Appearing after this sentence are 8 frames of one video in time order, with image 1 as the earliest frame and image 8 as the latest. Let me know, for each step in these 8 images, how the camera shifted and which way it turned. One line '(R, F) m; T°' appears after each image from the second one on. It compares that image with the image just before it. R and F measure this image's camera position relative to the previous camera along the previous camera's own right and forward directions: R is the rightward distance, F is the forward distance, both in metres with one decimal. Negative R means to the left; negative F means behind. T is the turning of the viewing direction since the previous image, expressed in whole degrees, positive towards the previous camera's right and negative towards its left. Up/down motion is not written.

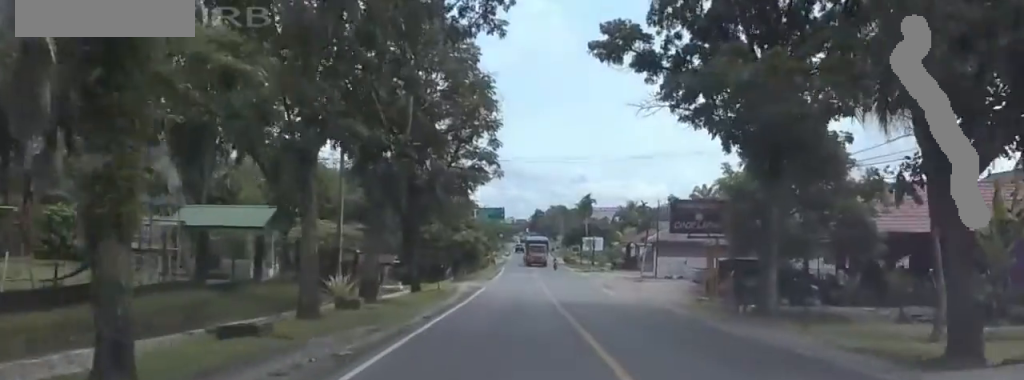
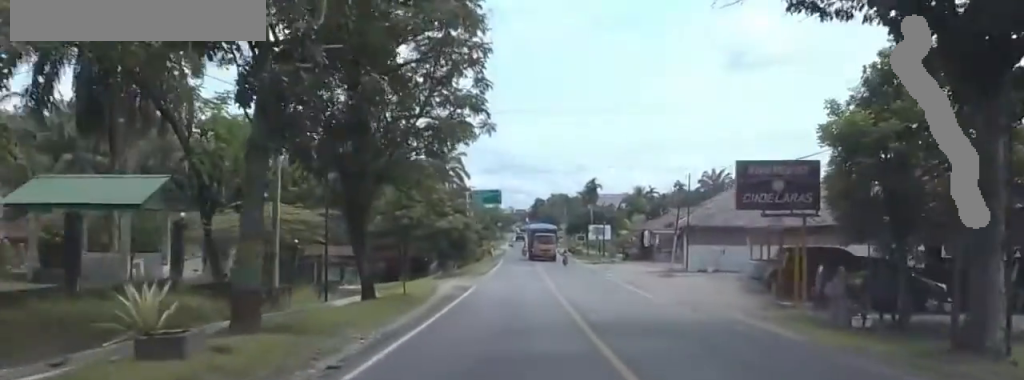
(-0.3, +12.5) m; -1°
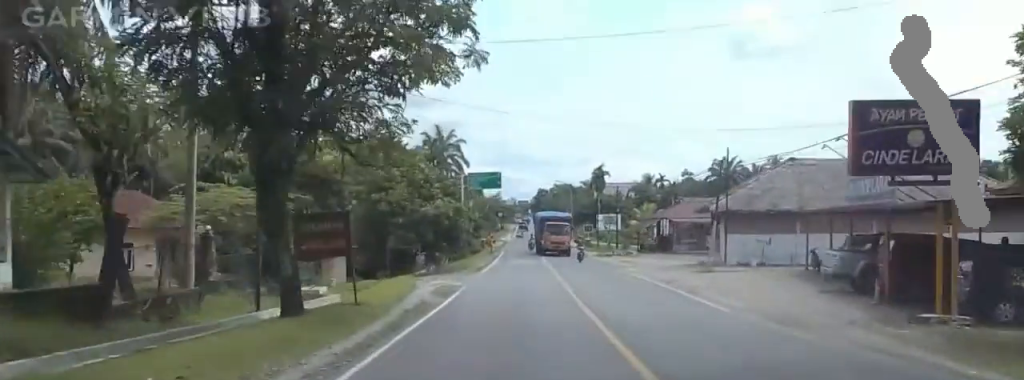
(-0.4, +9.5) m; 0°
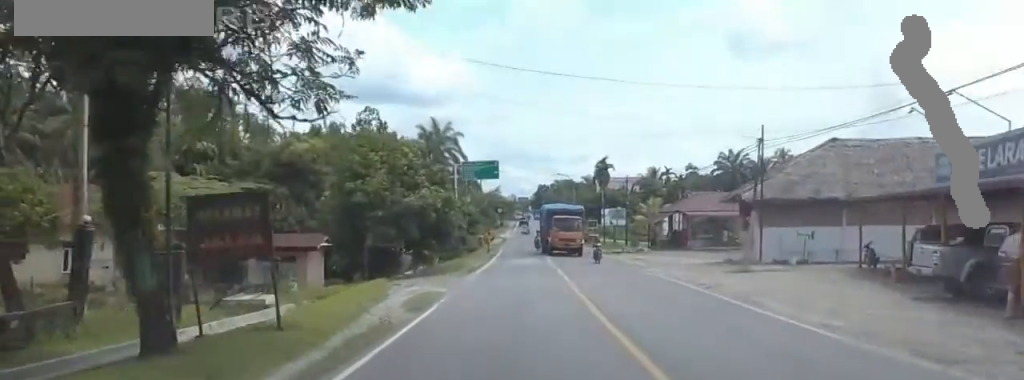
(+0.4, +6.6) m; +2°
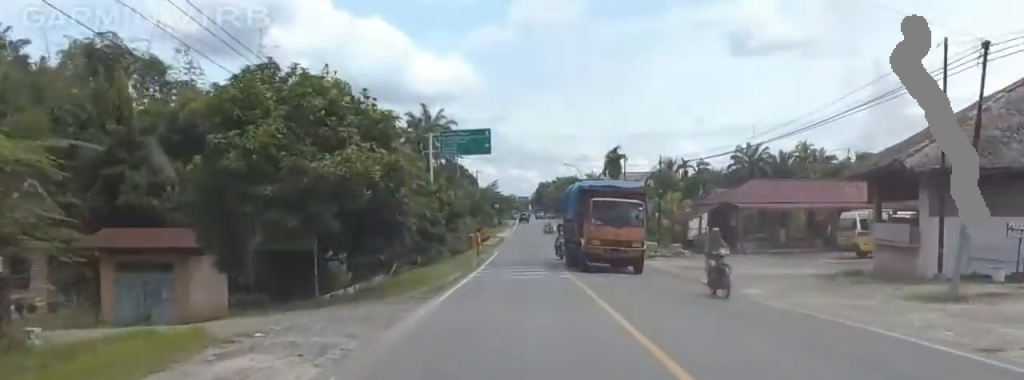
(+0.5, +16.8) m; +2°
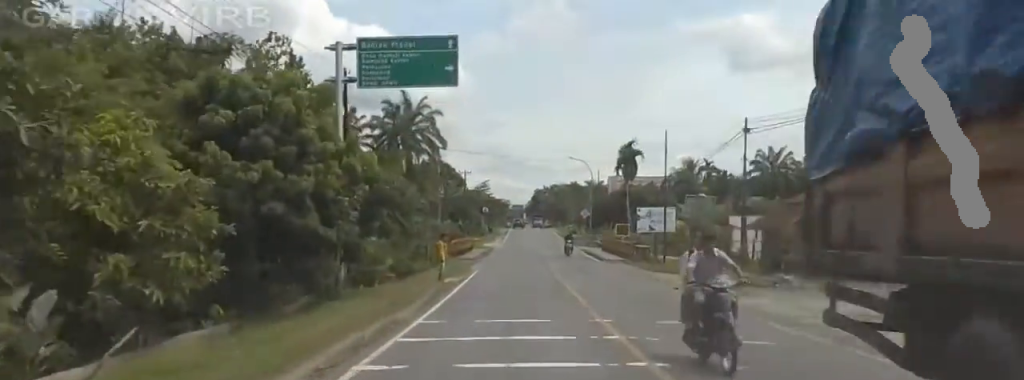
(0.0, +21.6) m; 0°
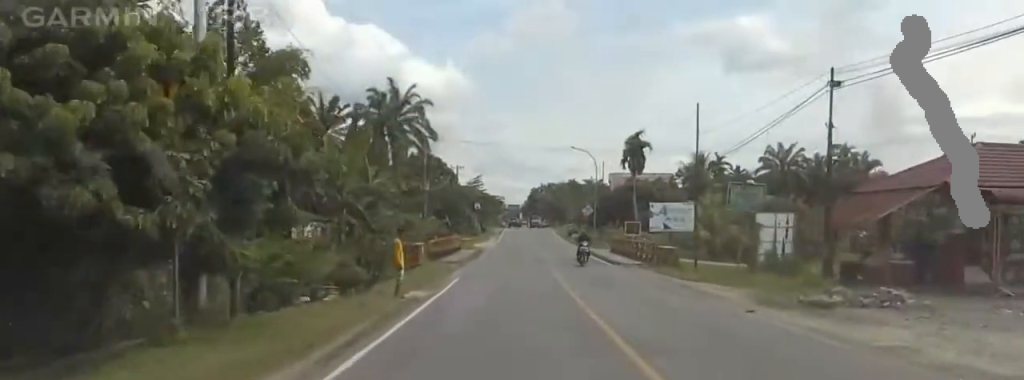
(0.0, +9.5) m; -2°
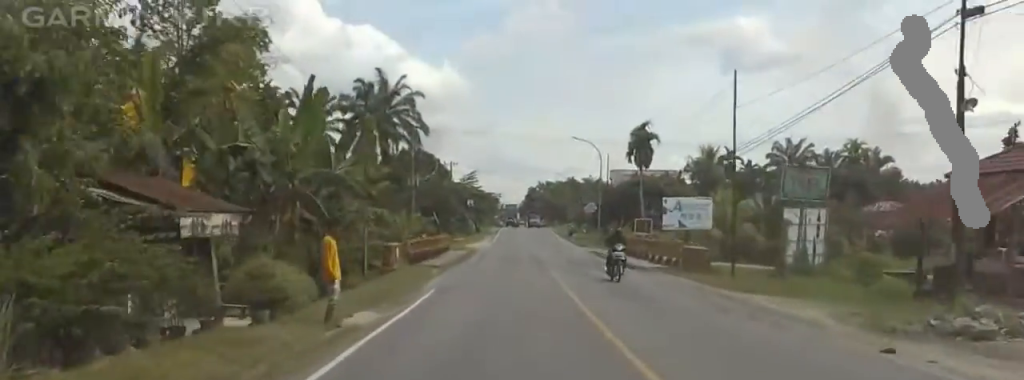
(0.0, +7.1) m; -1°
